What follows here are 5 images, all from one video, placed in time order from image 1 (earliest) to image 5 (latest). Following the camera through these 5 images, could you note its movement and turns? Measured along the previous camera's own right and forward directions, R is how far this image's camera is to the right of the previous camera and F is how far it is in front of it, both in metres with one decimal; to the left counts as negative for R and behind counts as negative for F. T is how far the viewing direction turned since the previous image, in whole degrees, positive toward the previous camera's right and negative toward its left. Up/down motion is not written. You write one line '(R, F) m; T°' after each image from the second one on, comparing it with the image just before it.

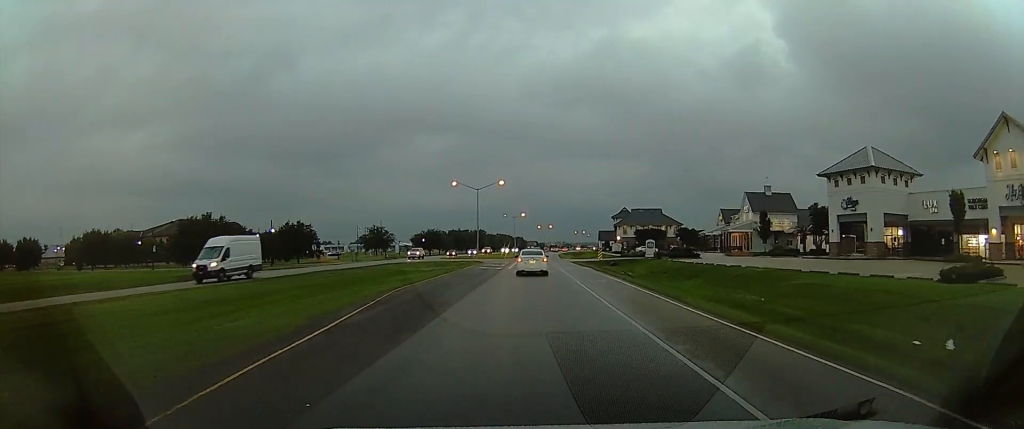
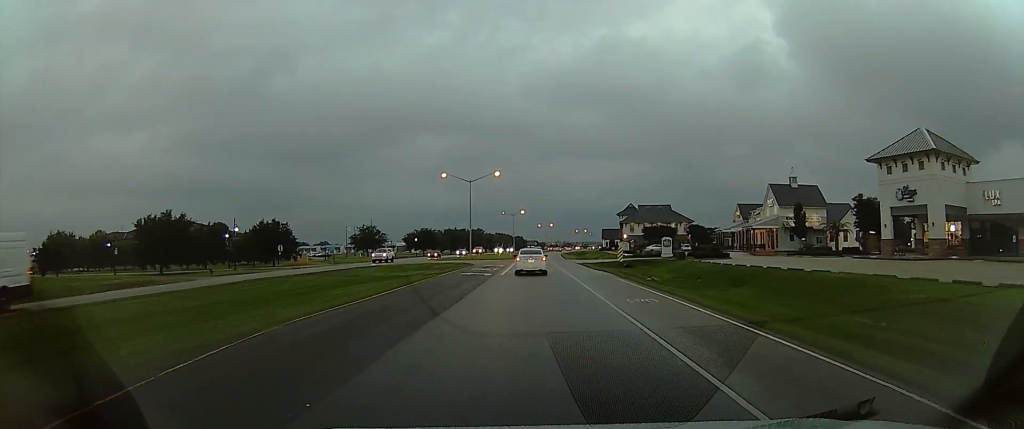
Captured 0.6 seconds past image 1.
(0.0, +10.6) m; 0°
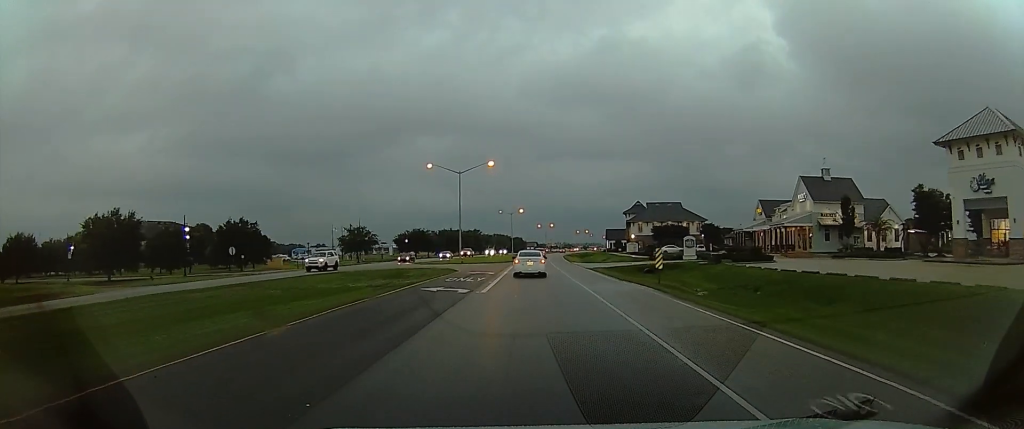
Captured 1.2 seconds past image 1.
(0.0, +11.1) m; 0°
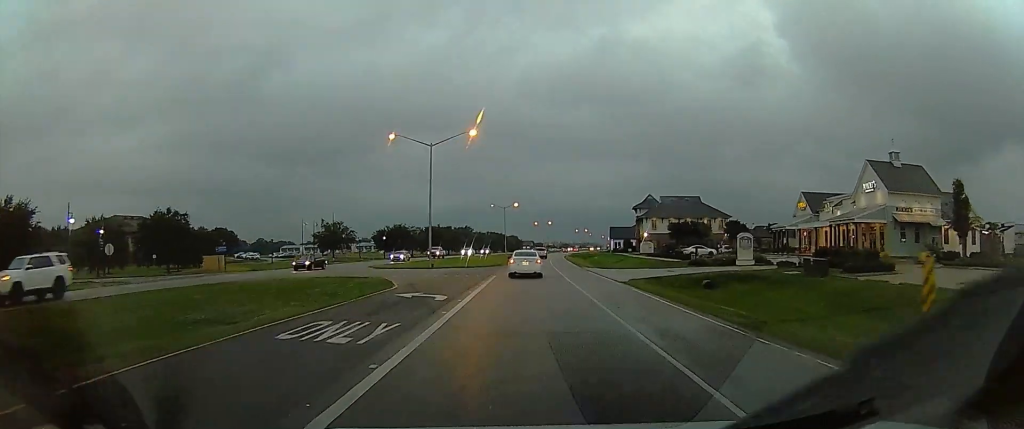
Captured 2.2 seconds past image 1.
(0.0, +18.5) m; 0°
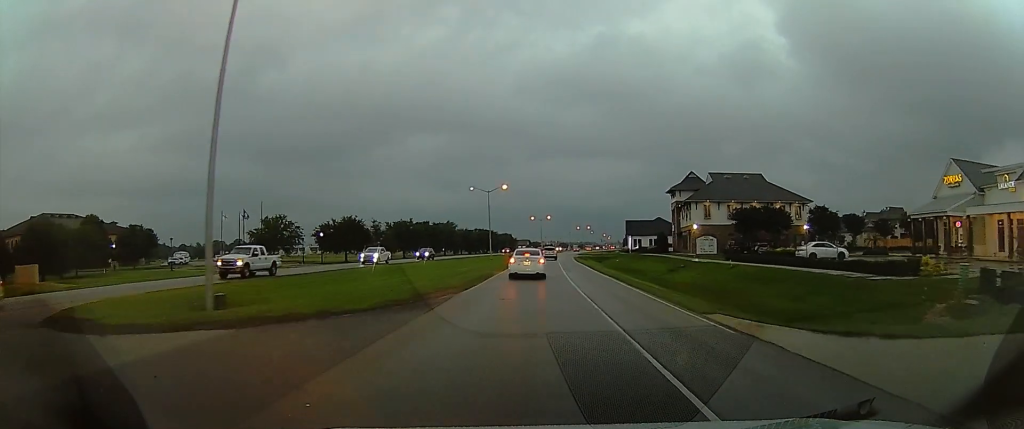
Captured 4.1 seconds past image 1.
(0.0, +36.4) m; 0°
